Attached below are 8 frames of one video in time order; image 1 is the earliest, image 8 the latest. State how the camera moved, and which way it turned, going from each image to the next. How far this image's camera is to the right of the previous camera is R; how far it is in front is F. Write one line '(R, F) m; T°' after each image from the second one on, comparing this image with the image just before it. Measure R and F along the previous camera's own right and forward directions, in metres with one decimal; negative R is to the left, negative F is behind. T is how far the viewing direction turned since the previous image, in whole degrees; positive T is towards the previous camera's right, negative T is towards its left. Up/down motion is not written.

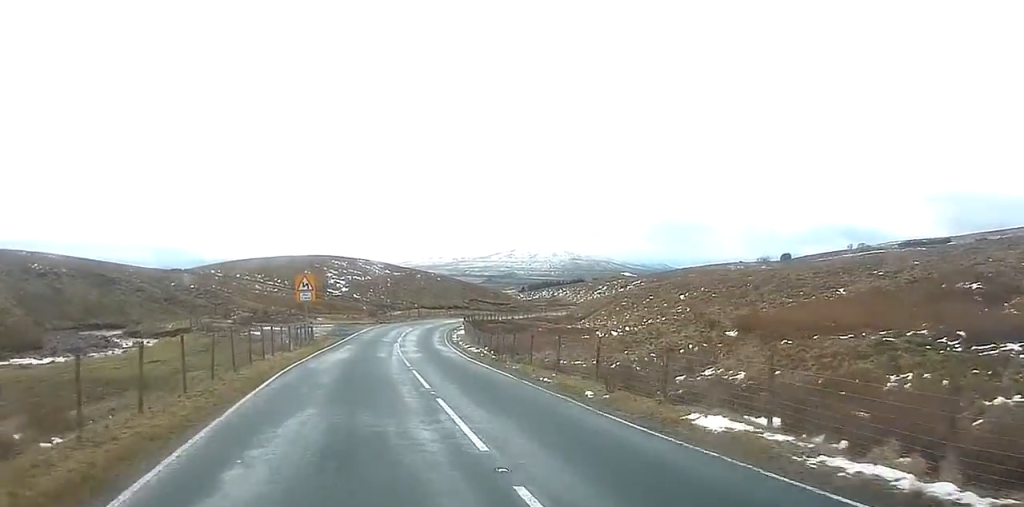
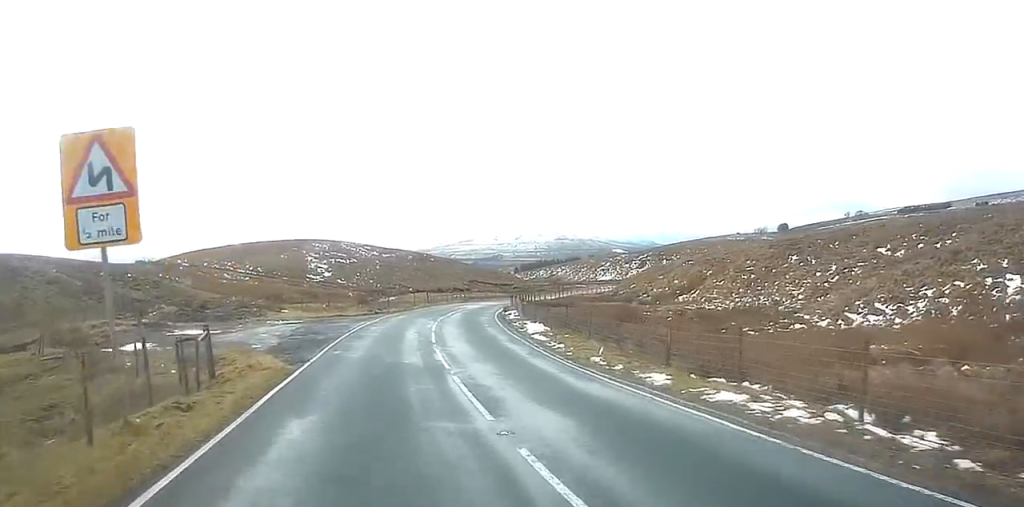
(+0.3, +31.7) m; +2°
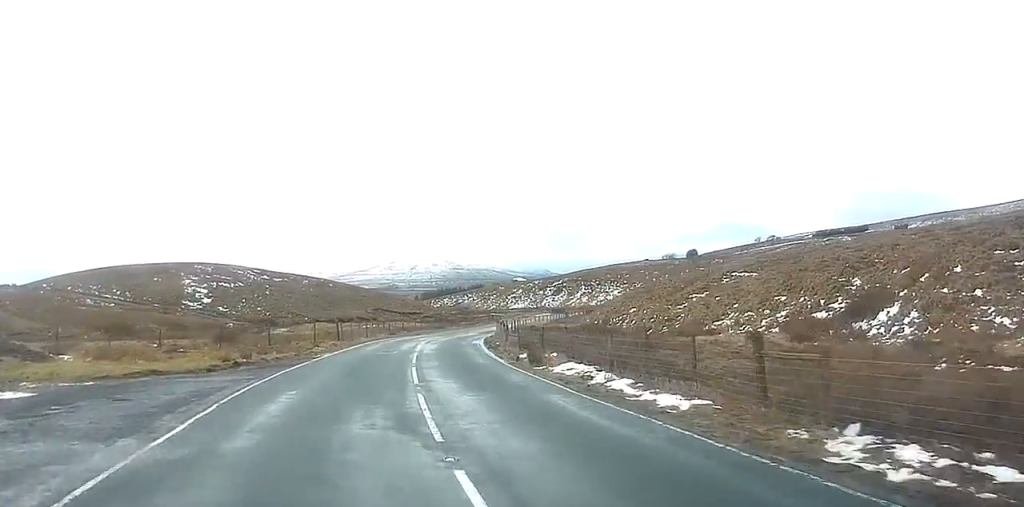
(+1.3, +33.5) m; +5°
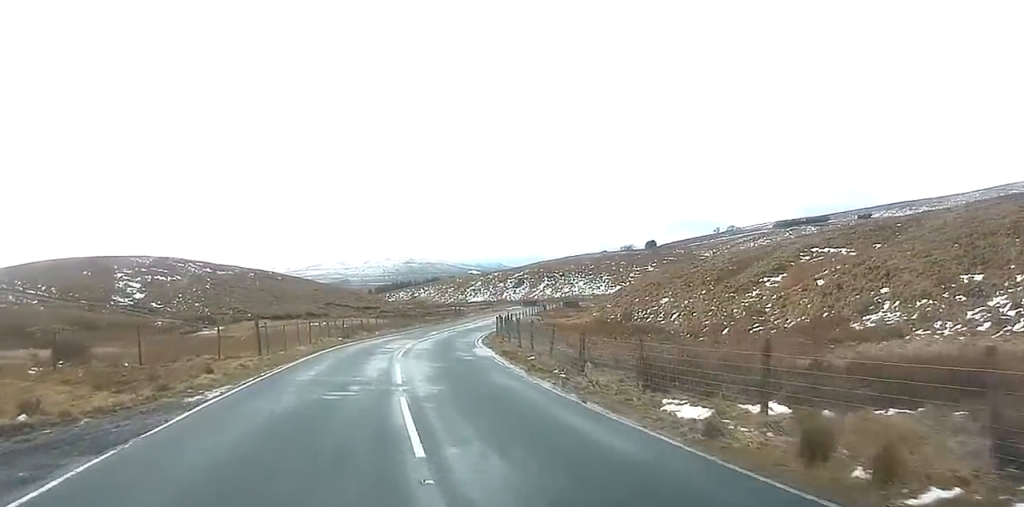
(+0.5, +17.8) m; +3°
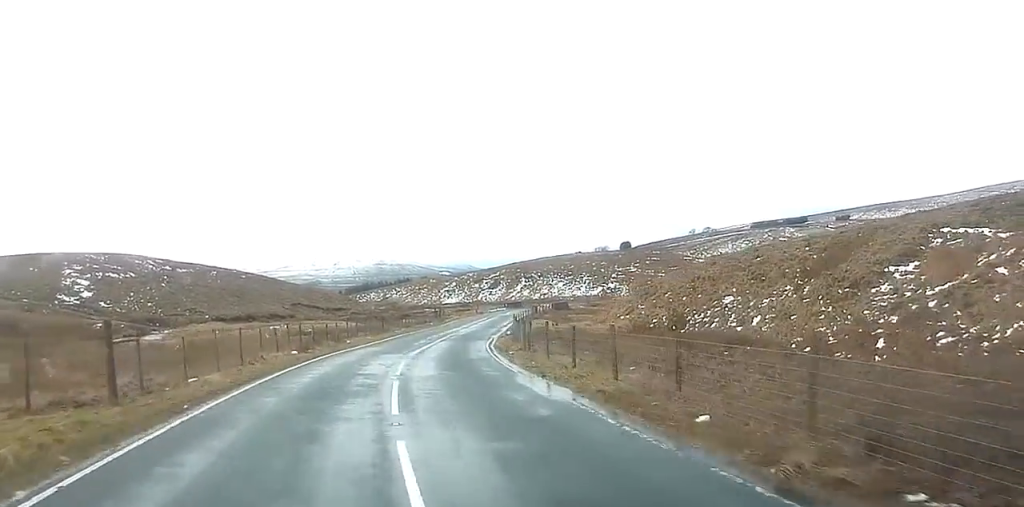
(+0.1, +13.8) m; +3°
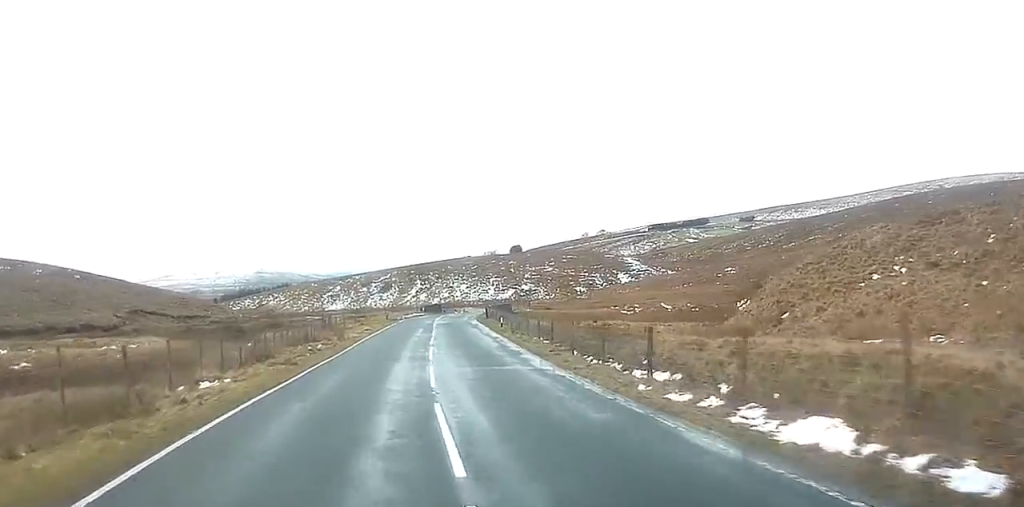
(+3.4, +45.0) m; +8°
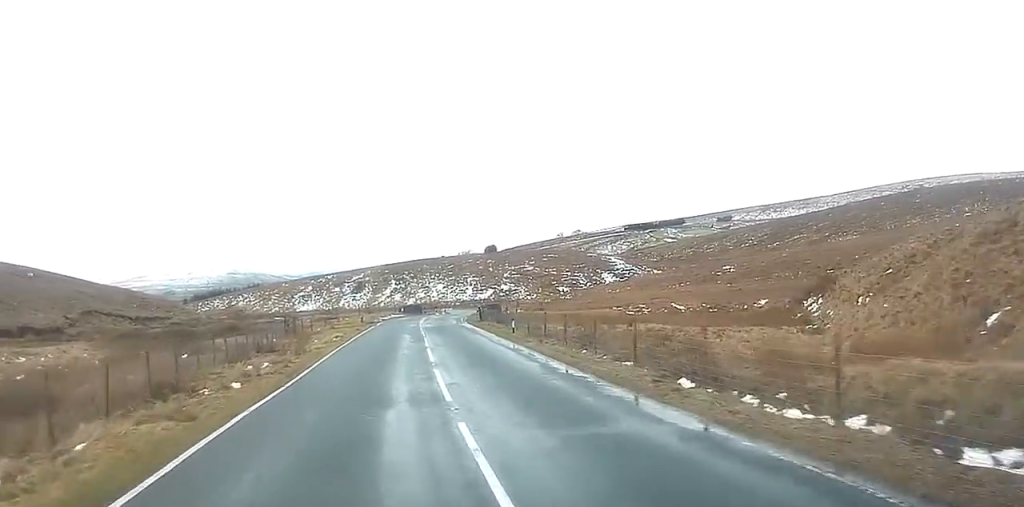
(+0.3, +11.3) m; +1°
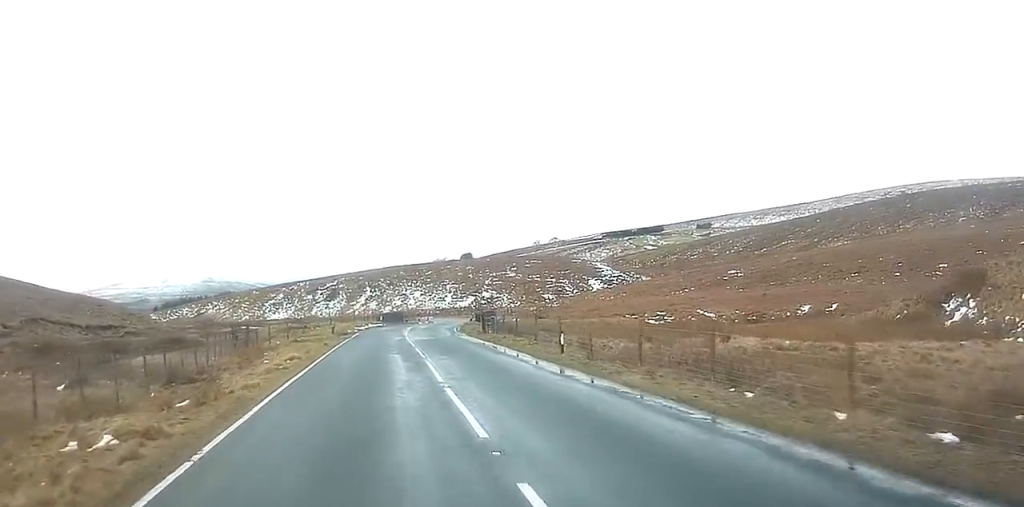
(+0.1, +12.9) m; +1°
